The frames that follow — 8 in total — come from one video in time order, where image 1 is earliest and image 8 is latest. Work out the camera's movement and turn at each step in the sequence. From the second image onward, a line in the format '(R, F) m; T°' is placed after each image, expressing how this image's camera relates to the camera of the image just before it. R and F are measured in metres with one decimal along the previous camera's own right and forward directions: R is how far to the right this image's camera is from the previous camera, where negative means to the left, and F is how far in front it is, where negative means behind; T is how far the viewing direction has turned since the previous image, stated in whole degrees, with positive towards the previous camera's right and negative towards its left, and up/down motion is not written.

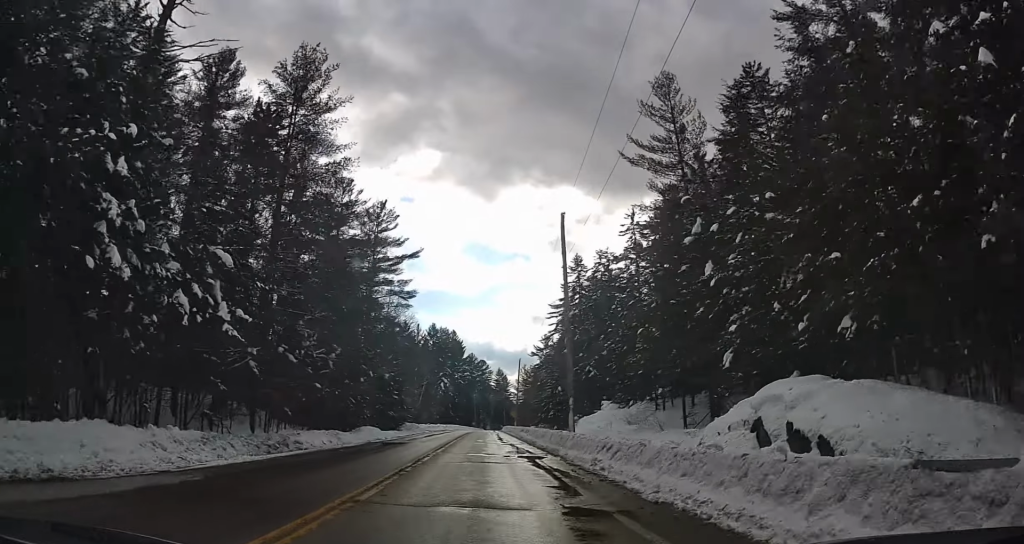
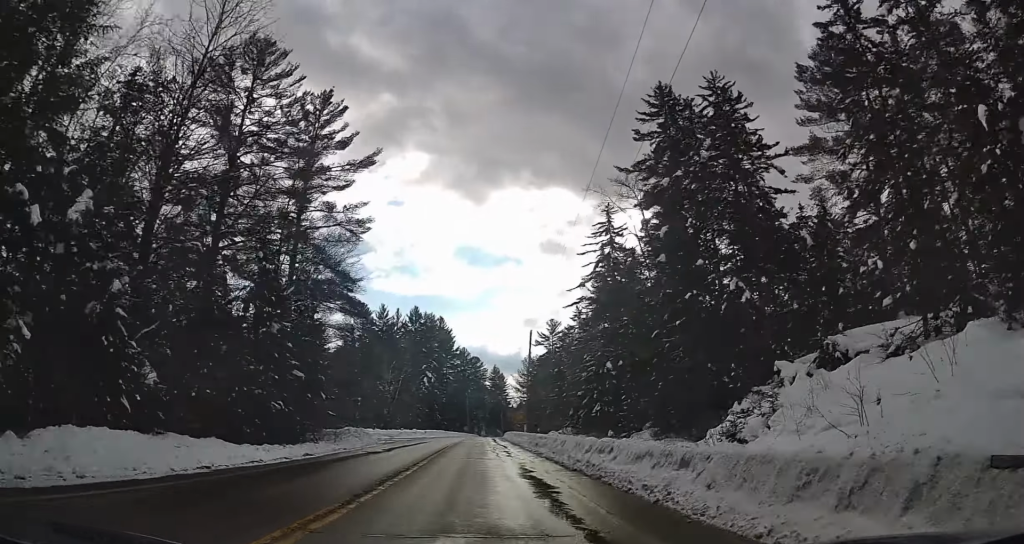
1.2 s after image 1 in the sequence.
(-0.2, +31.4) m; 0°
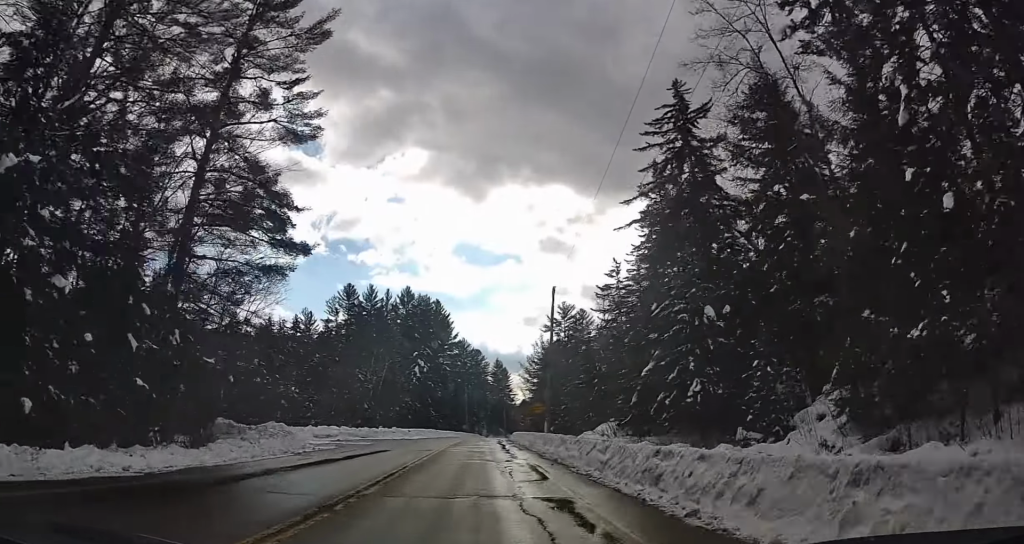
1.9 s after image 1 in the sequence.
(+0.1, +19.1) m; 0°
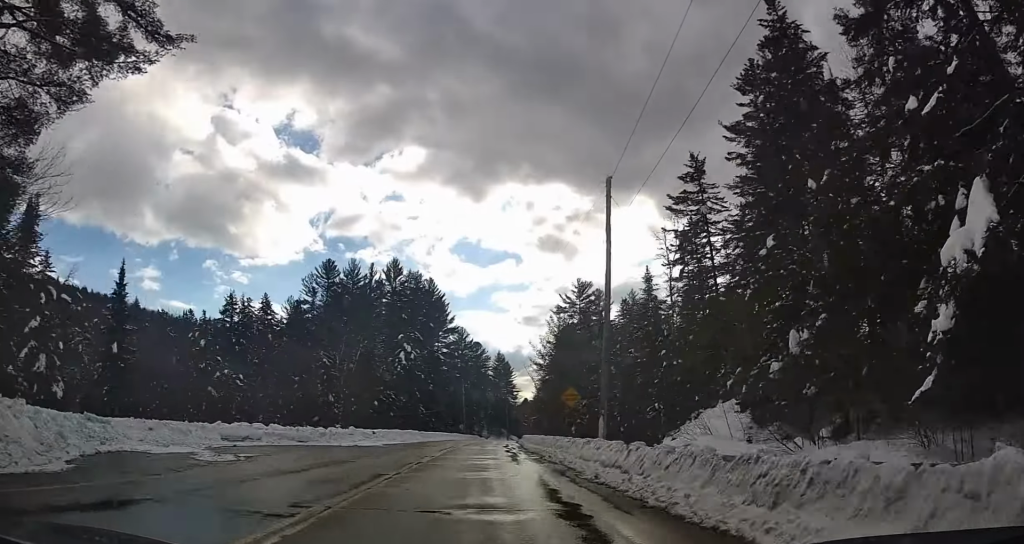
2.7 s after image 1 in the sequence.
(0.0, +20.0) m; 0°
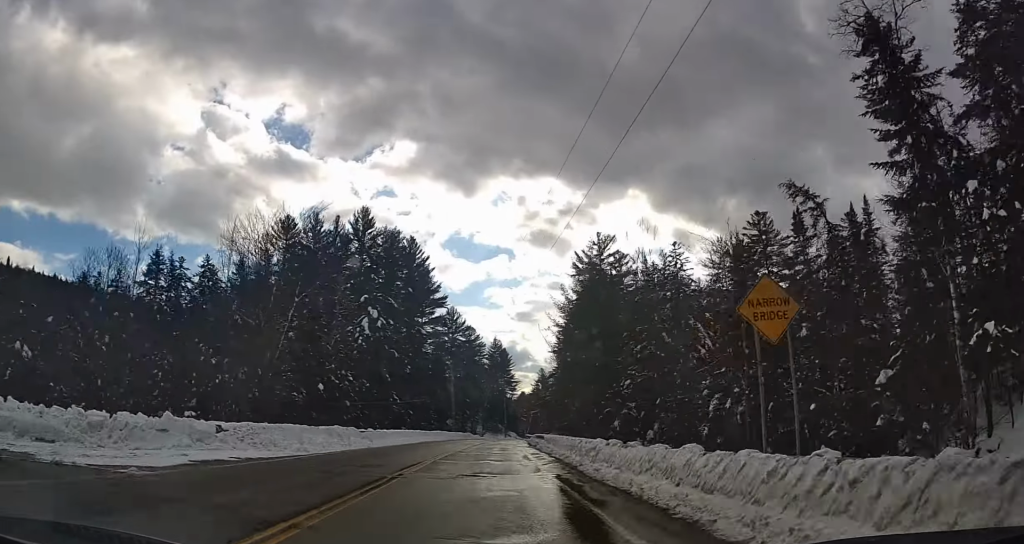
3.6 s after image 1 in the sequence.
(0.0, +24.5) m; 0°
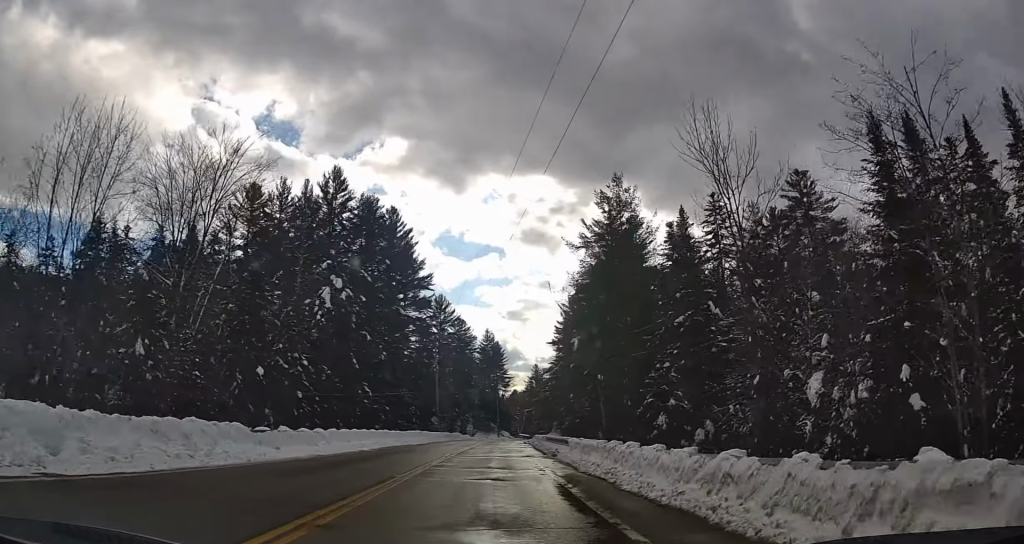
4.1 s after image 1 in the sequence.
(+0.1, +13.1) m; 0°
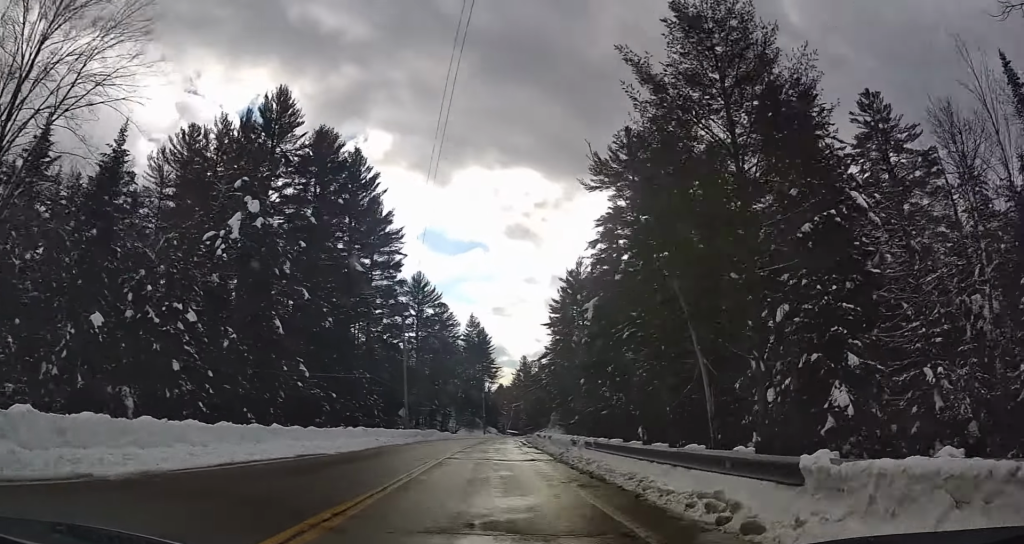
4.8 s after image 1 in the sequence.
(-0.1, +17.5) m; +1°
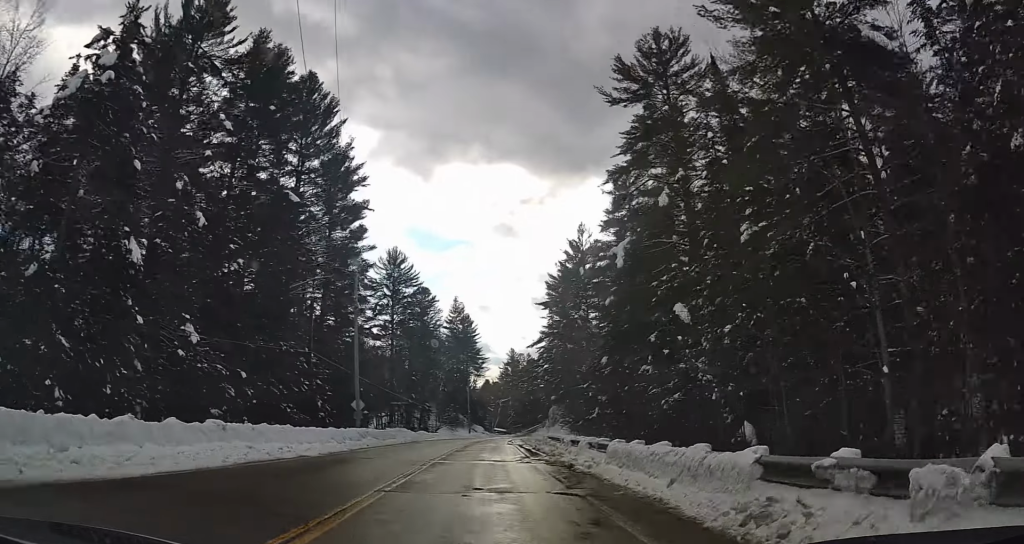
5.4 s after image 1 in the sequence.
(0.0, +15.8) m; +1°
